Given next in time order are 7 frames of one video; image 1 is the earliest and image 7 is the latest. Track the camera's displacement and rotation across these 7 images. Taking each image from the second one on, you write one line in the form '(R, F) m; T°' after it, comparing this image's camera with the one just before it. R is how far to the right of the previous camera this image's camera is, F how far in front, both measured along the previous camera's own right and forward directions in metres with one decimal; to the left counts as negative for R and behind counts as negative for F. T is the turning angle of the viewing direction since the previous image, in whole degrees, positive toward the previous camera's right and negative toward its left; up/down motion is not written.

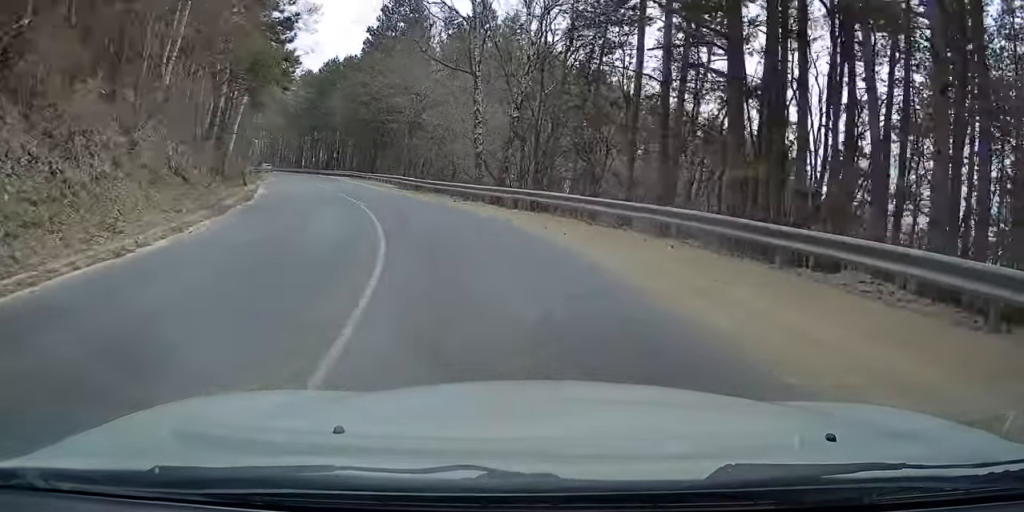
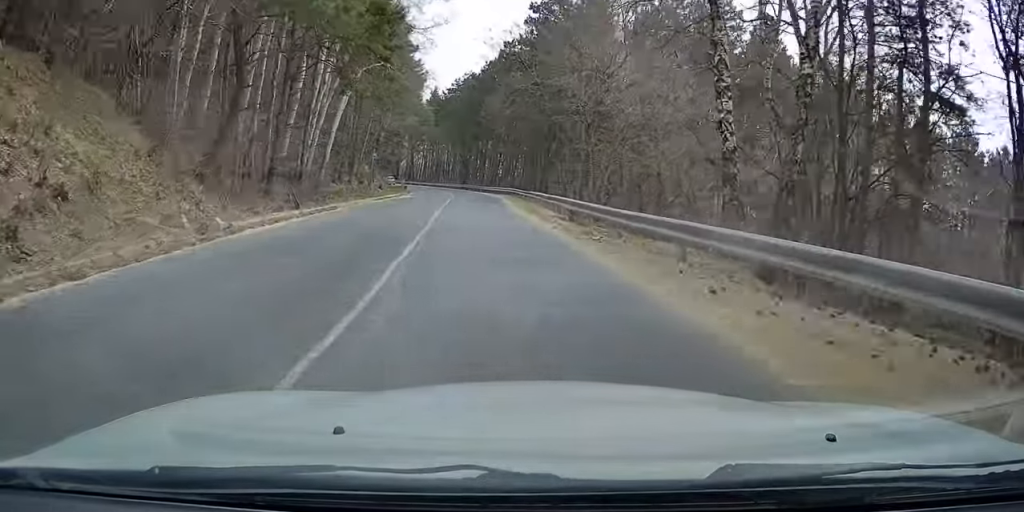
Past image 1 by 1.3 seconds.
(-3.2, +16.8) m; -16°
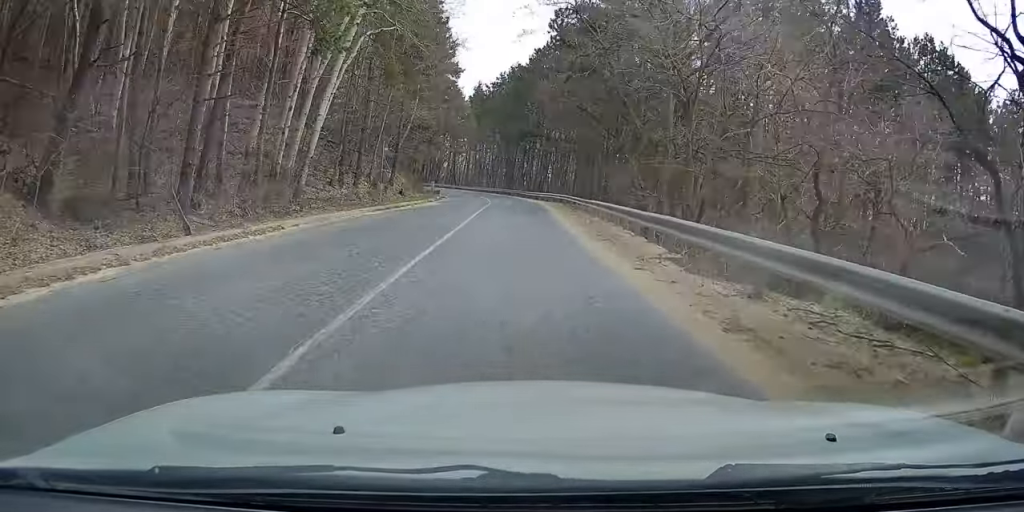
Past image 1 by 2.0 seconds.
(-0.4, +10.6) m; -4°
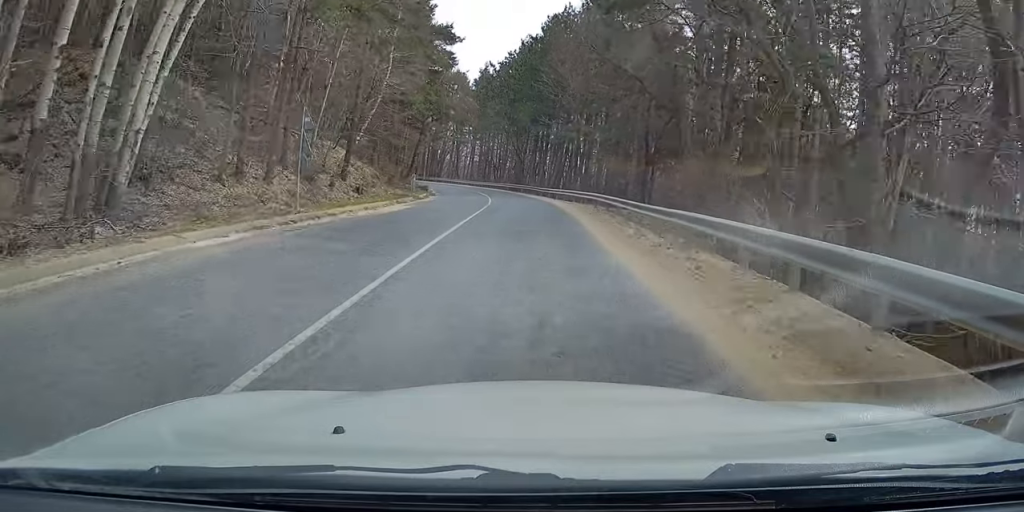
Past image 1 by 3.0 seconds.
(-0.4, +13.6) m; -4°
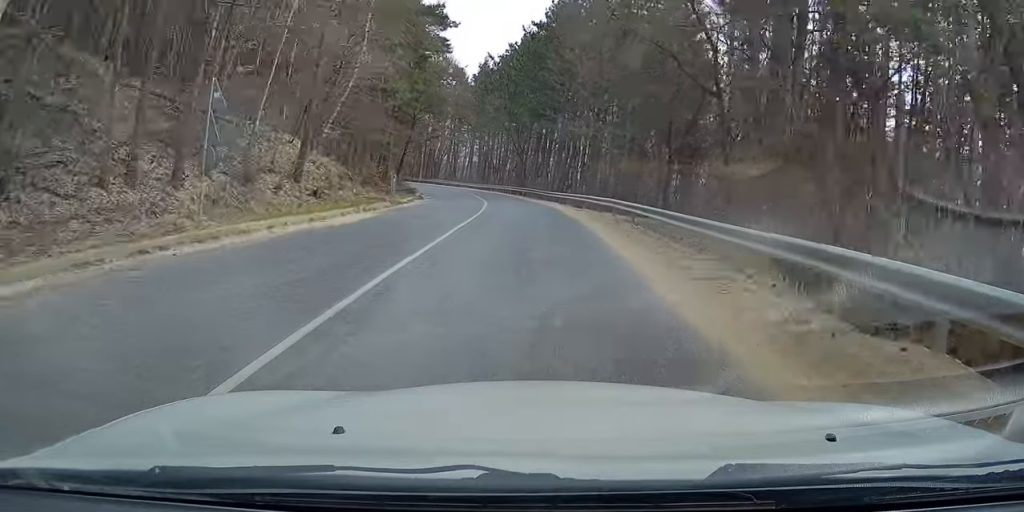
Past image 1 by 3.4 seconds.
(0.0, +6.2) m; -2°
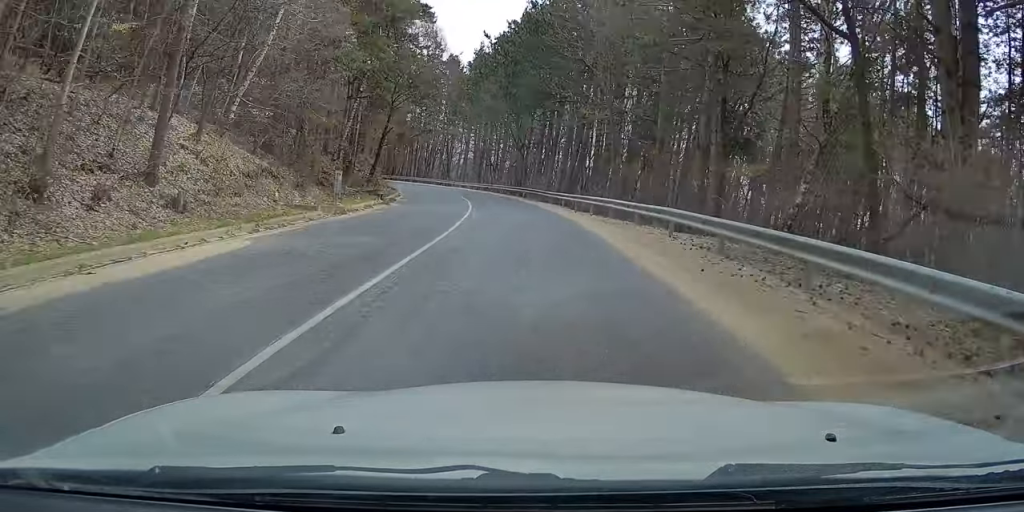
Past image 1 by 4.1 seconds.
(-0.3, +9.7) m; -4°
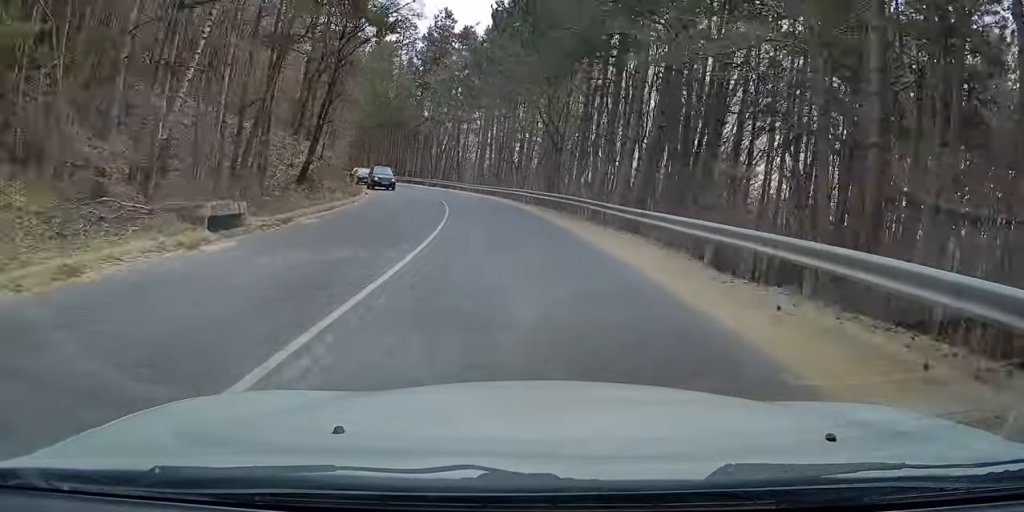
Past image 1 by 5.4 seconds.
(-1.1, +18.6) m; -5°
